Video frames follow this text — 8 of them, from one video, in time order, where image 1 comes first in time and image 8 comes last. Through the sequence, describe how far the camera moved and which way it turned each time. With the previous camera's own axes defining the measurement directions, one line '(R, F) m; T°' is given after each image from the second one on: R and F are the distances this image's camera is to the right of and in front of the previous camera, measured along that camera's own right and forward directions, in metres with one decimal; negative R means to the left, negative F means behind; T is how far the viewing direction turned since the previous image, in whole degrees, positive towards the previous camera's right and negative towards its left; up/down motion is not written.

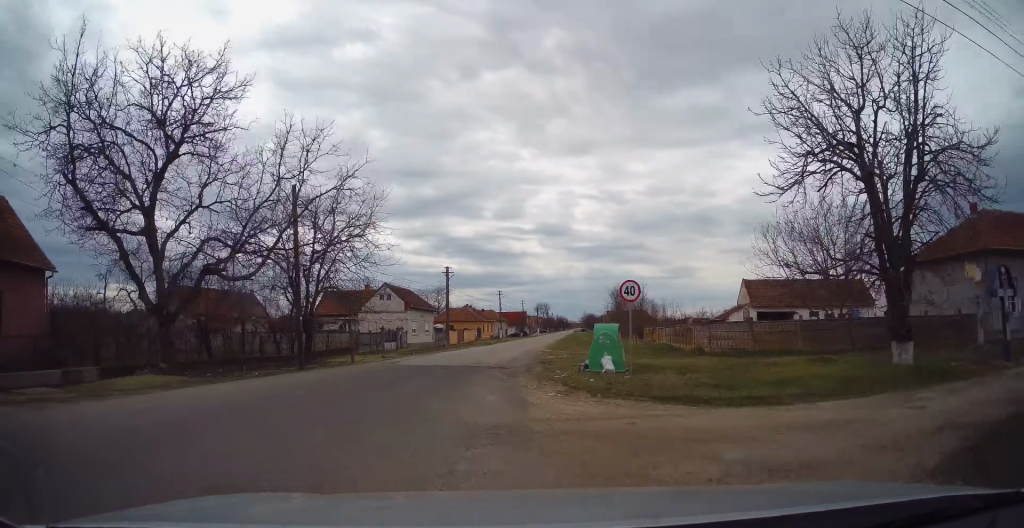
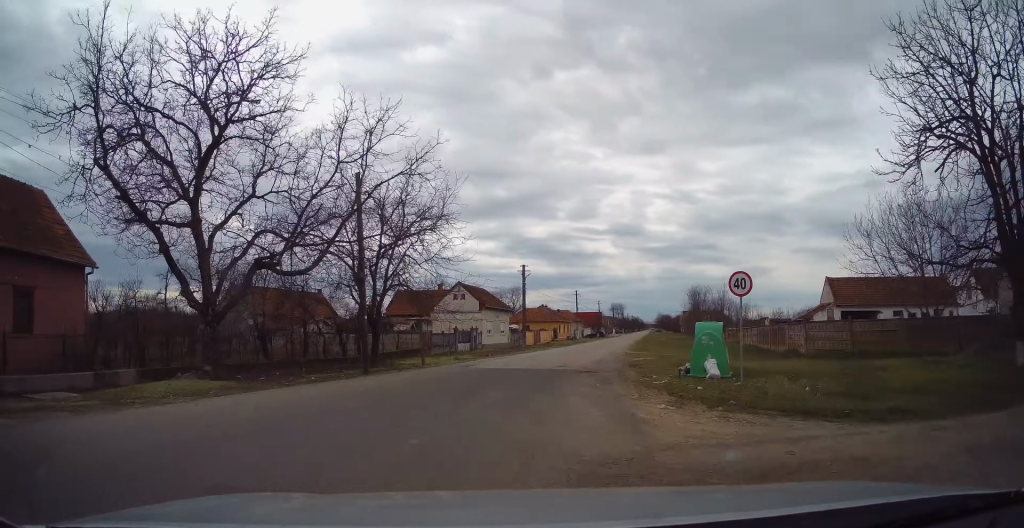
(-0.2, +2.3) m; -8°
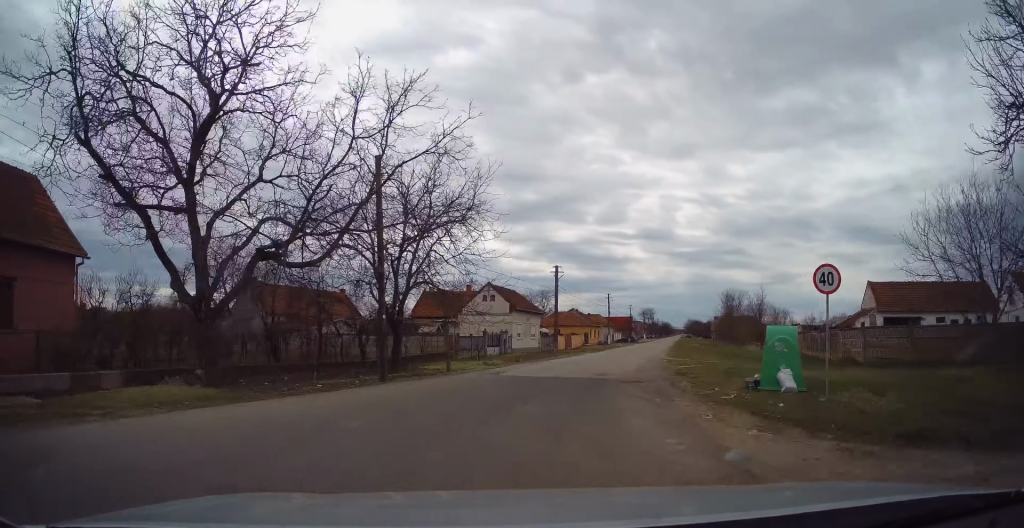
(-0.3, +2.5) m; -5°
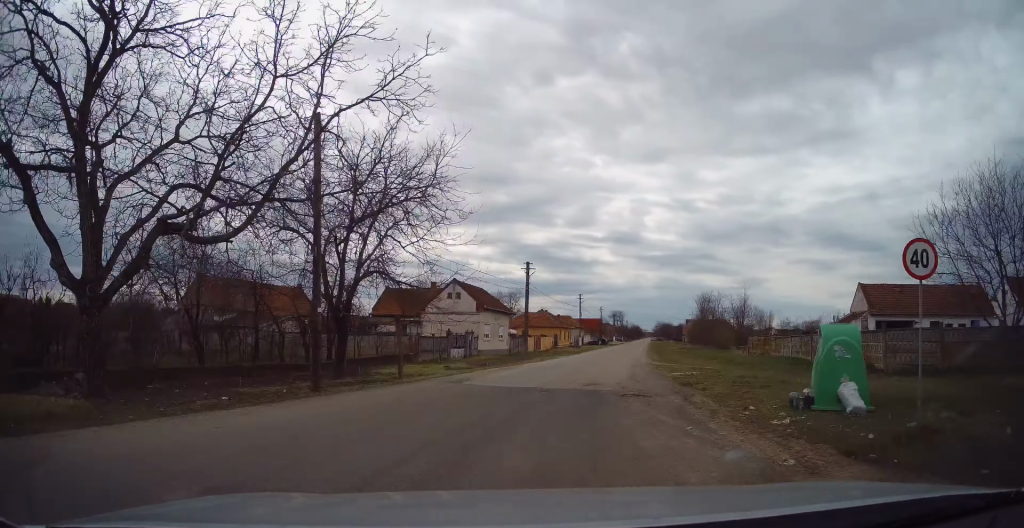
(-0.2, +3.7) m; -4°
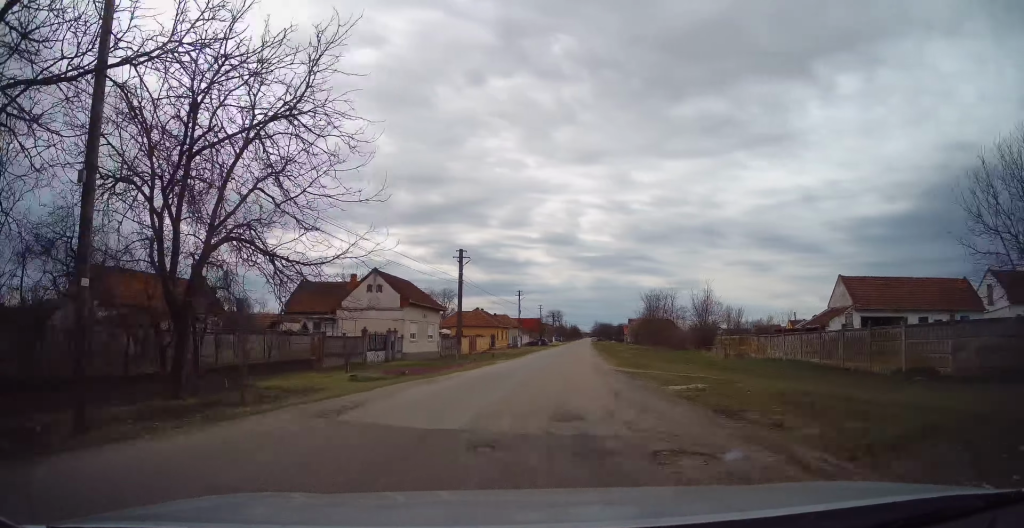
(-0.1, +6.6) m; +4°
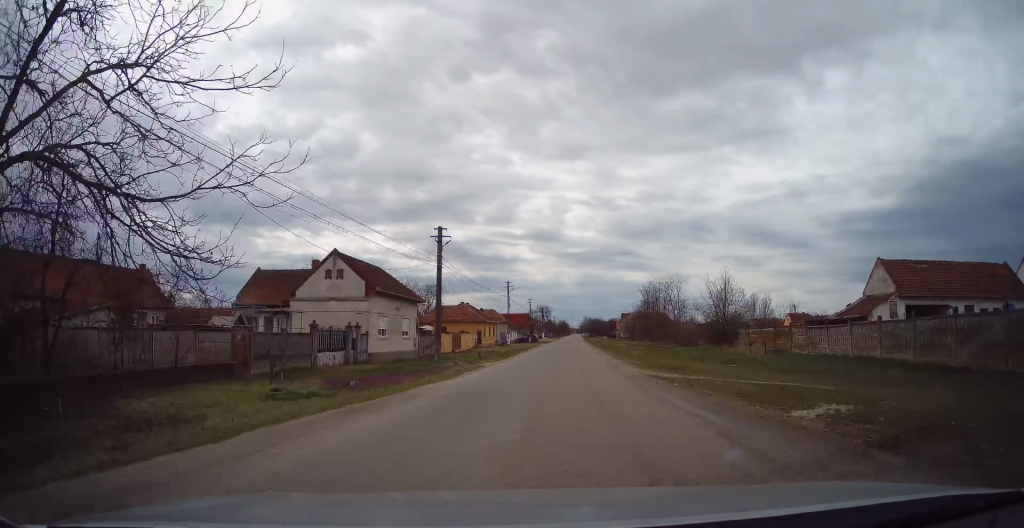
(+0.5, +6.5) m; +6°
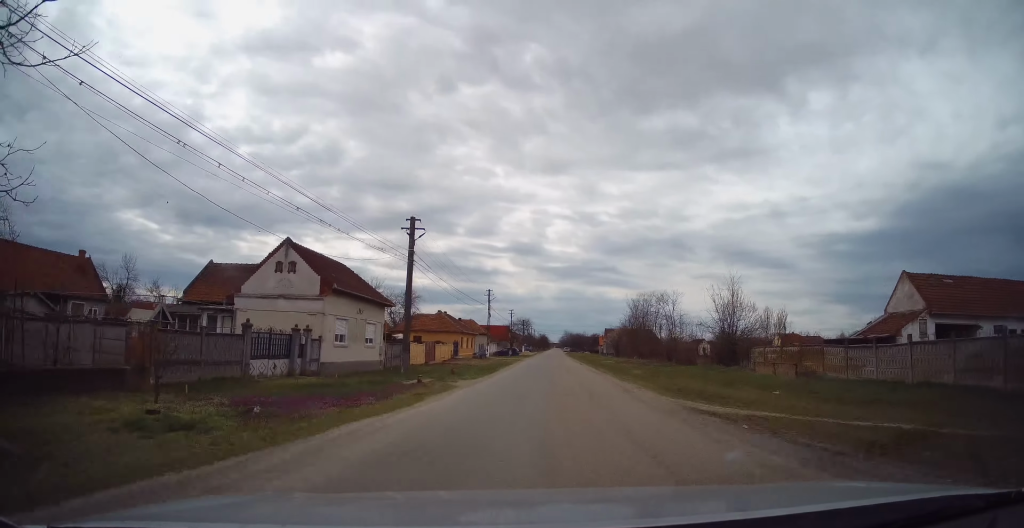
(+0.1, +4.8) m; +1°
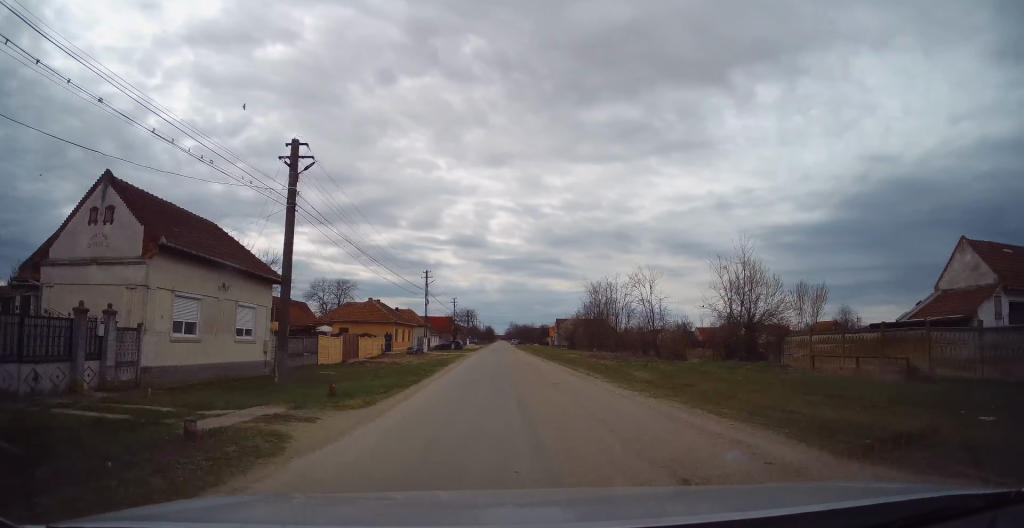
(+0.1, +9.7) m; +3°
